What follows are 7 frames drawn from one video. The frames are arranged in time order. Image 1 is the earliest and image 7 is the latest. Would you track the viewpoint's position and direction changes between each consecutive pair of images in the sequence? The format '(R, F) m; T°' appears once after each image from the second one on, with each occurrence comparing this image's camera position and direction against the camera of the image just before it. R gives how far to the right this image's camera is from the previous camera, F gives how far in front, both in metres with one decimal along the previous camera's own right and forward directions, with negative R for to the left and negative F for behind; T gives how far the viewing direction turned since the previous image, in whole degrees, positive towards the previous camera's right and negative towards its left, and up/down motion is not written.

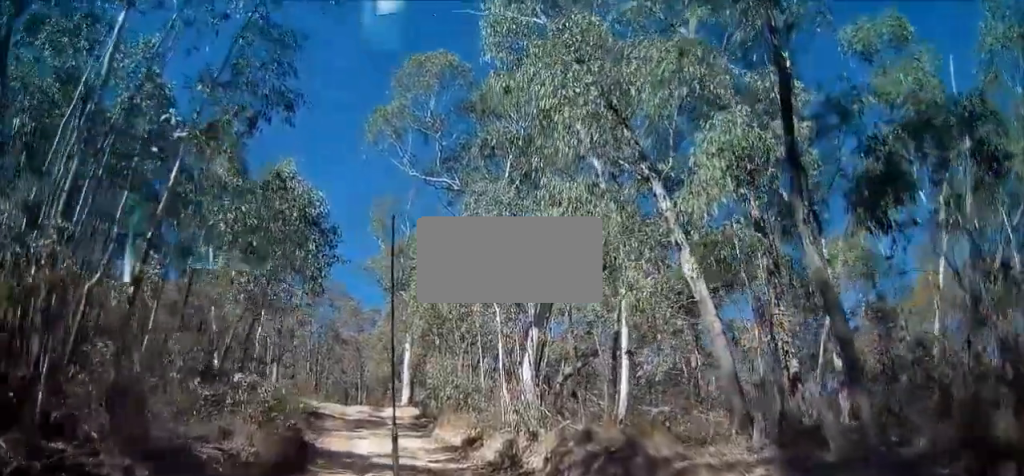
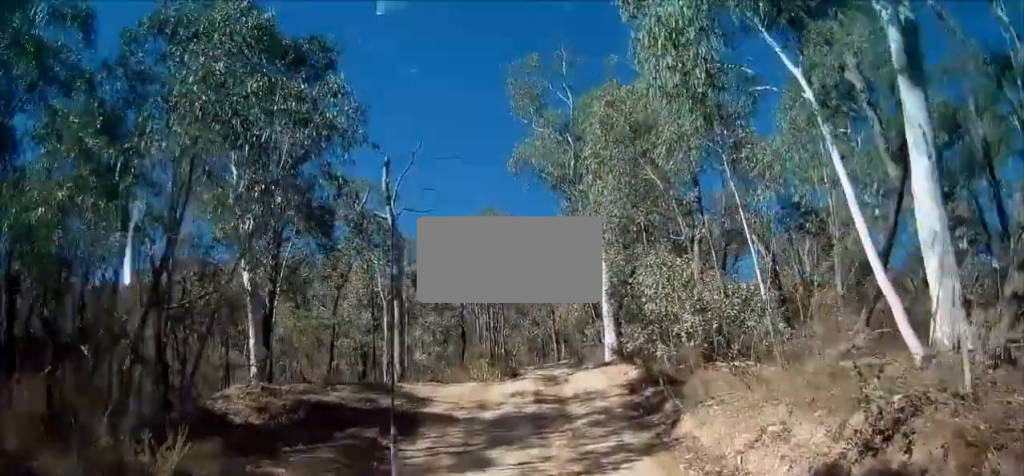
(-1.7, +10.5) m; -19°
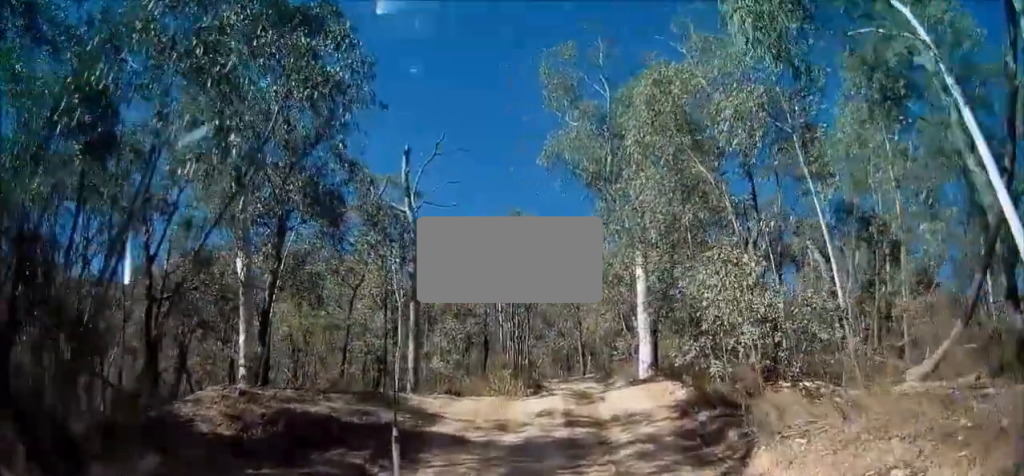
(-0.1, +1.6) m; -4°
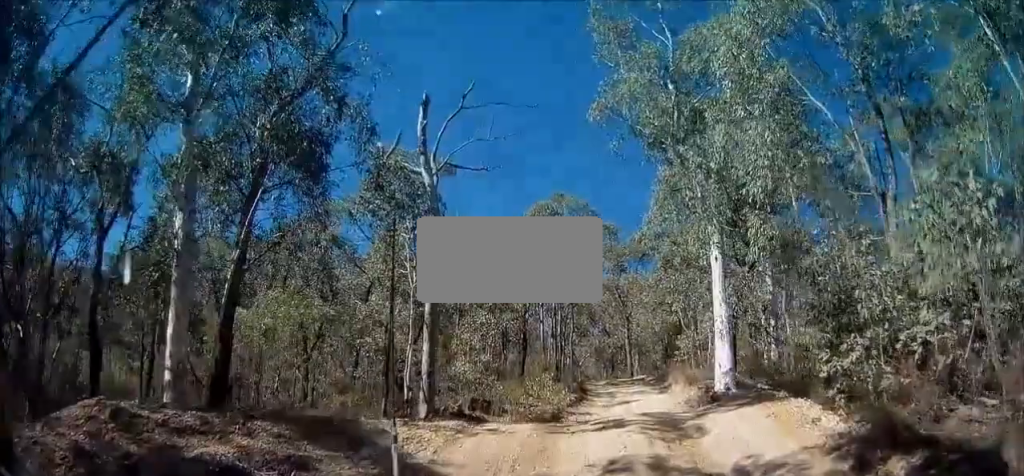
(-0.3, +3.5) m; -5°
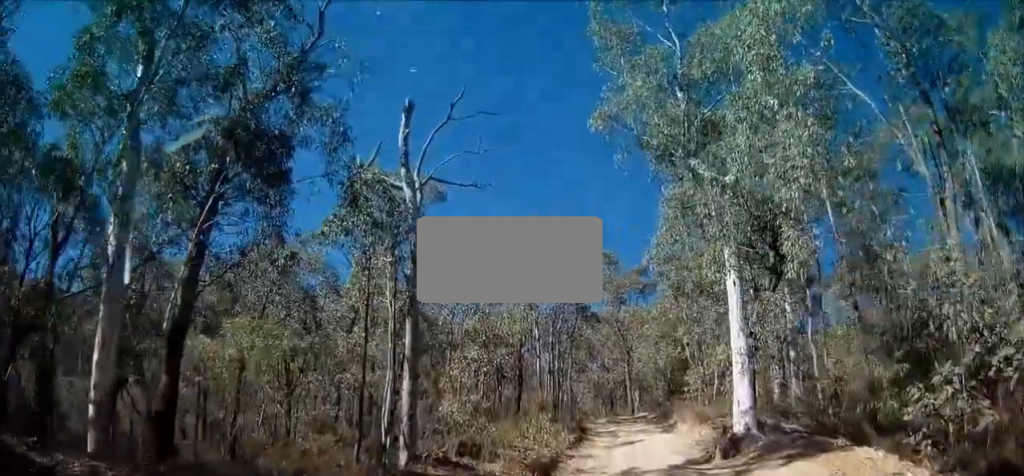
(-0.1, +1.6) m; -1°
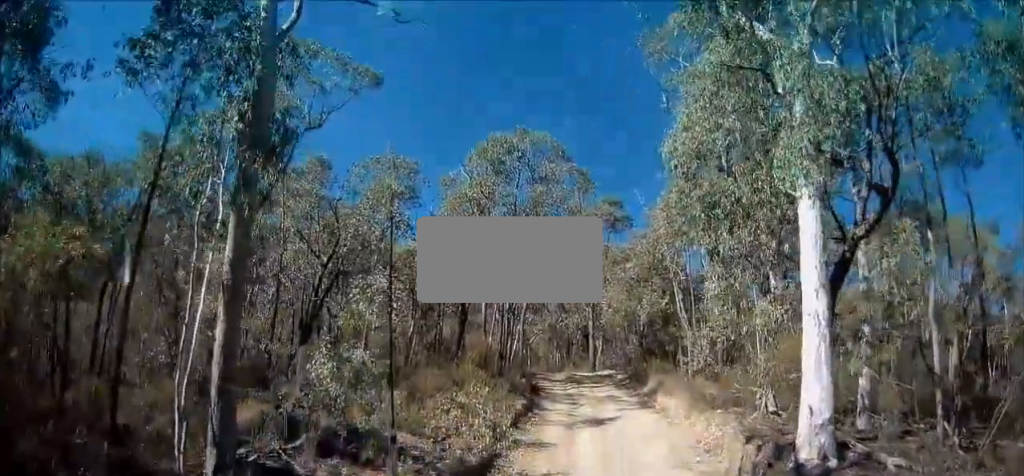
(+0.5, +6.1) m; +6°
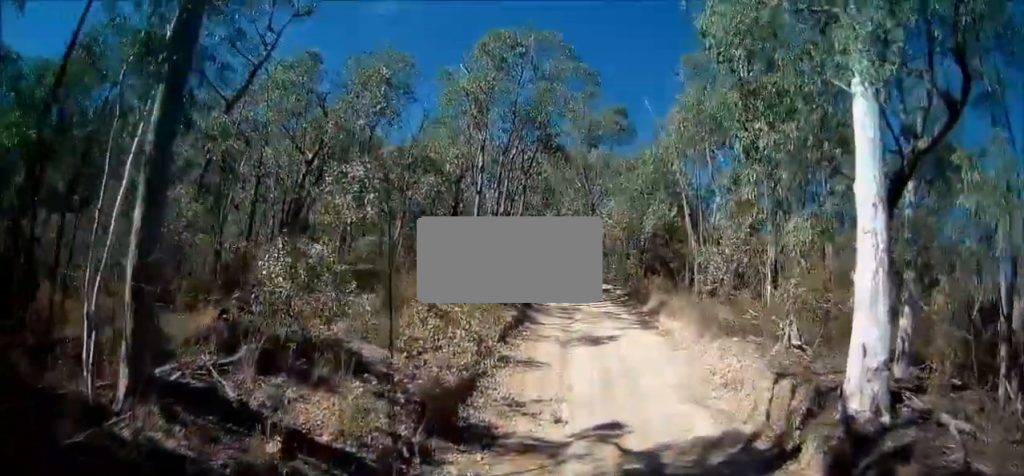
(0.0, +1.6) m; +2°
